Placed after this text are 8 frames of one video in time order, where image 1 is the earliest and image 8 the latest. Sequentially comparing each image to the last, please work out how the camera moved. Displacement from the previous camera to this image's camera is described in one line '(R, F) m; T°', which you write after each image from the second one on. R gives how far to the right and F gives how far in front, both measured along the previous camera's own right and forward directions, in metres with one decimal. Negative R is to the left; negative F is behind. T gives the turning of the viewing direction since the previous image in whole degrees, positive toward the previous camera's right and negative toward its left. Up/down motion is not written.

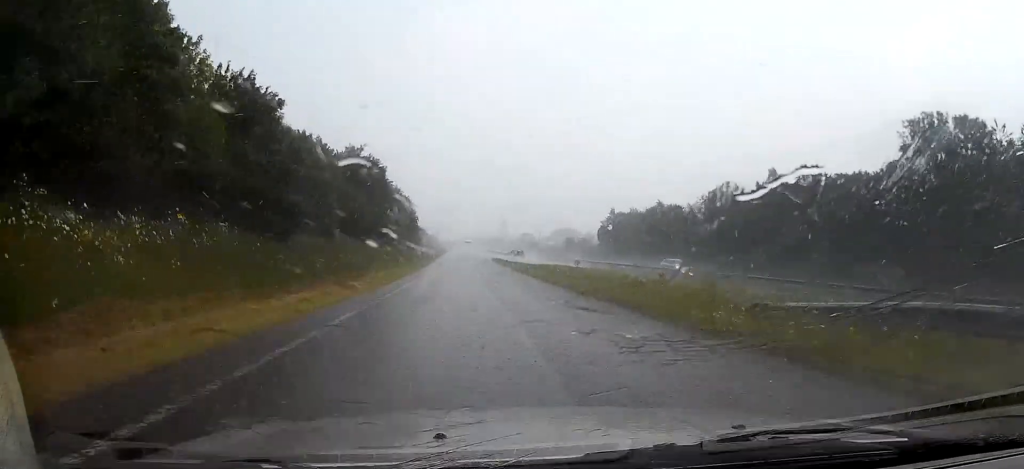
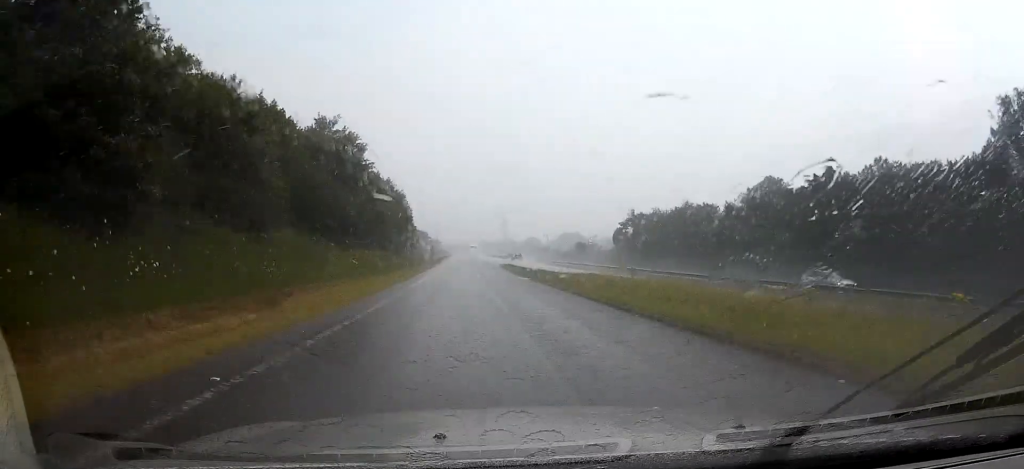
(-0.2, +12.2) m; -1°
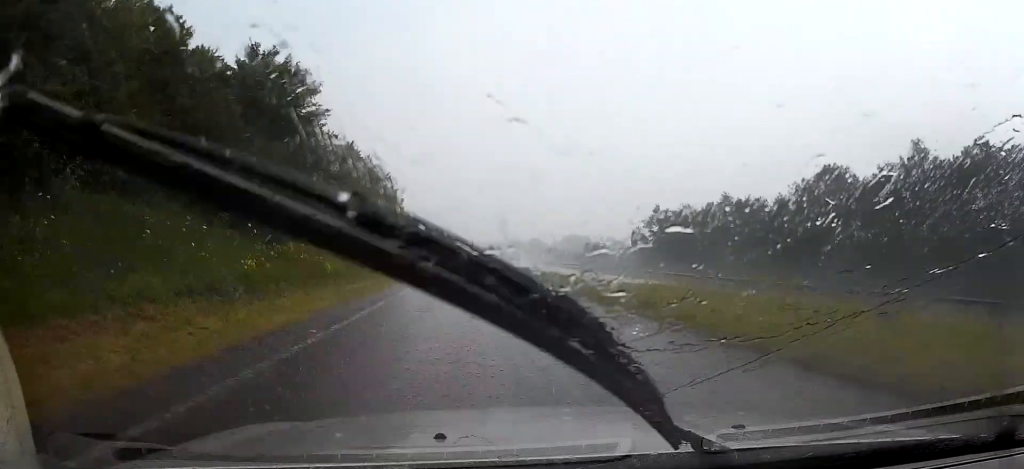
(0.0, +13.9) m; 0°
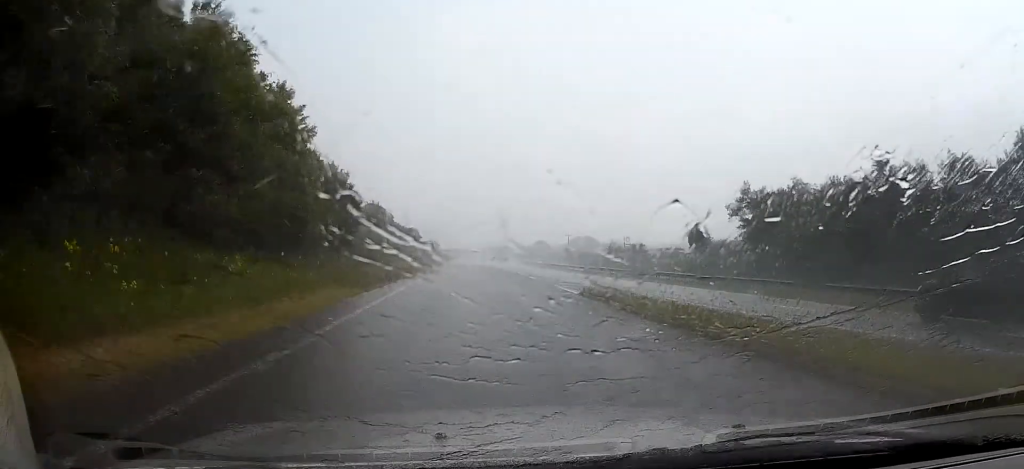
(-0.1, +34.3) m; -1°
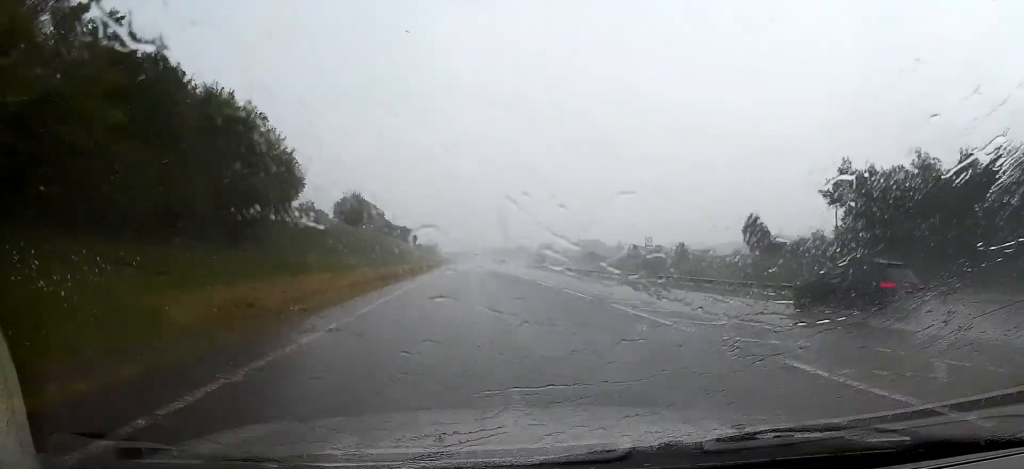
(-0.4, +19.7) m; -1°
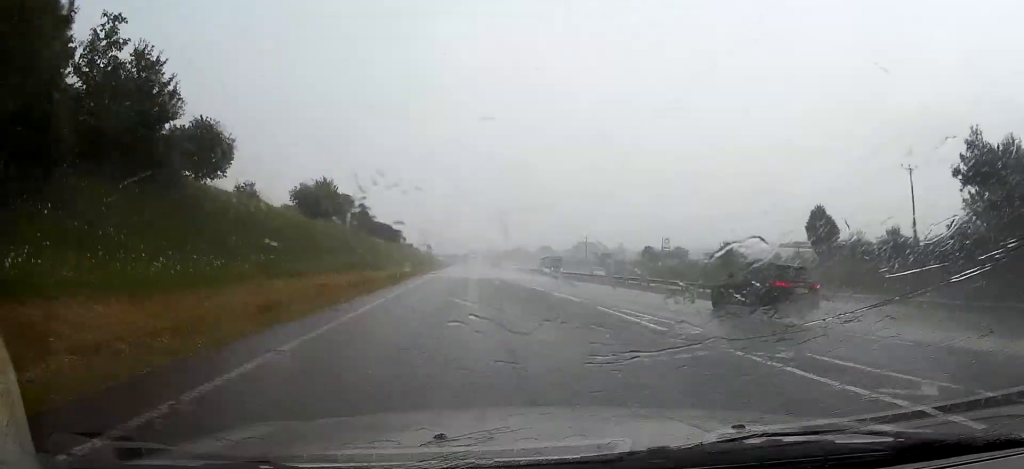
(-0.1, +16.4) m; +2°
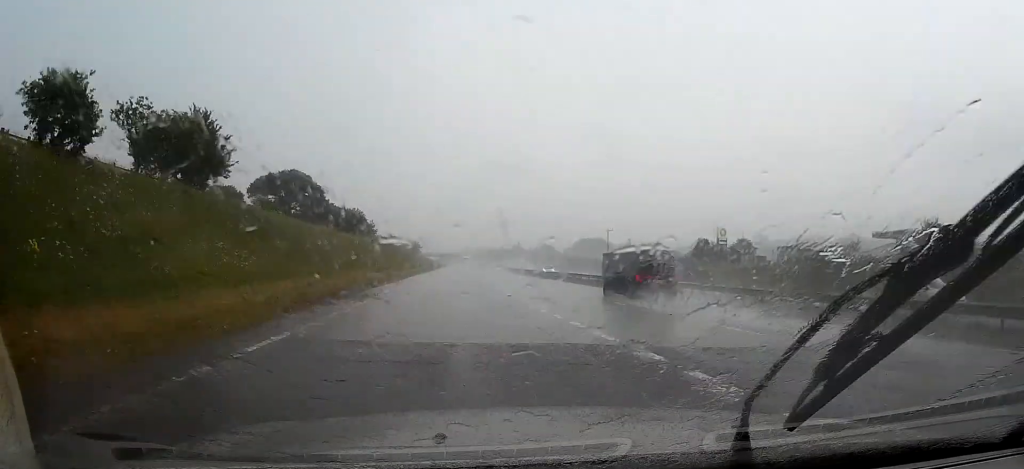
(+0.8, +35.0) m; +1°
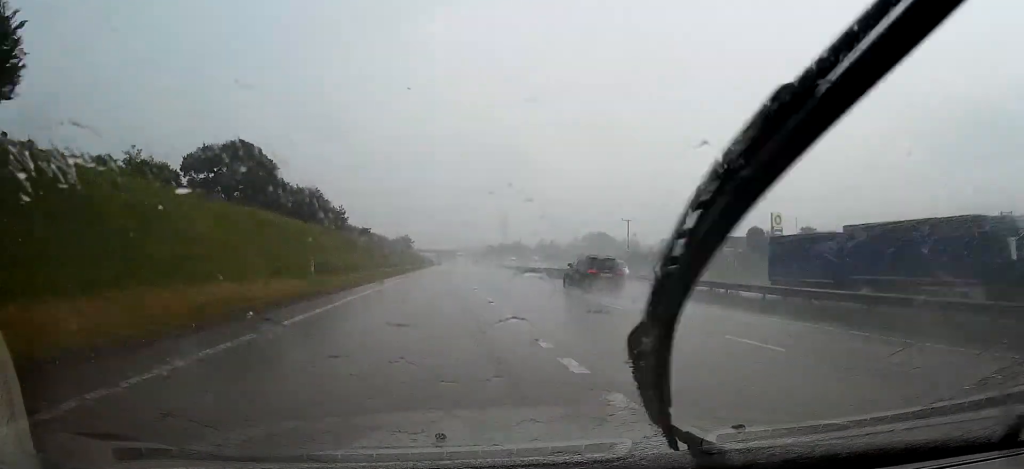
(0.0, +21.2) m; 0°
